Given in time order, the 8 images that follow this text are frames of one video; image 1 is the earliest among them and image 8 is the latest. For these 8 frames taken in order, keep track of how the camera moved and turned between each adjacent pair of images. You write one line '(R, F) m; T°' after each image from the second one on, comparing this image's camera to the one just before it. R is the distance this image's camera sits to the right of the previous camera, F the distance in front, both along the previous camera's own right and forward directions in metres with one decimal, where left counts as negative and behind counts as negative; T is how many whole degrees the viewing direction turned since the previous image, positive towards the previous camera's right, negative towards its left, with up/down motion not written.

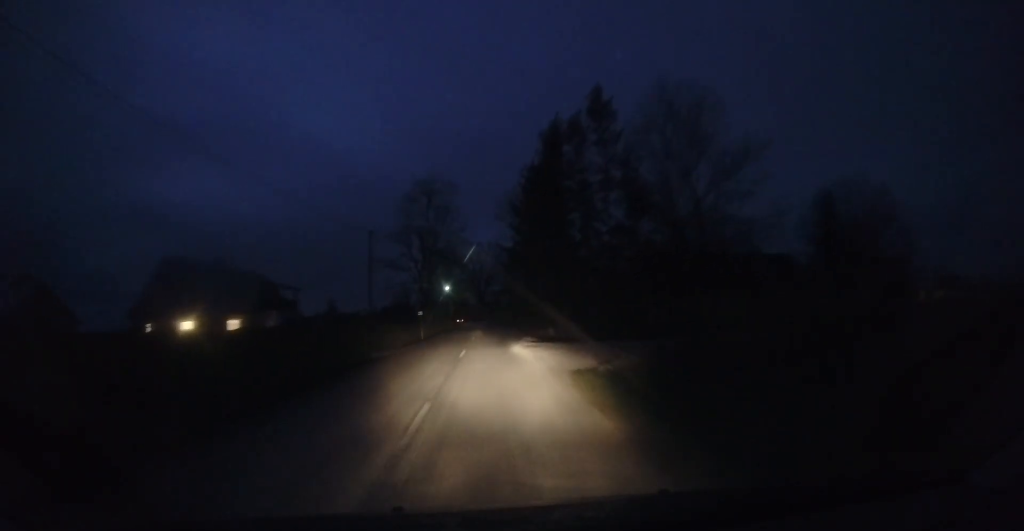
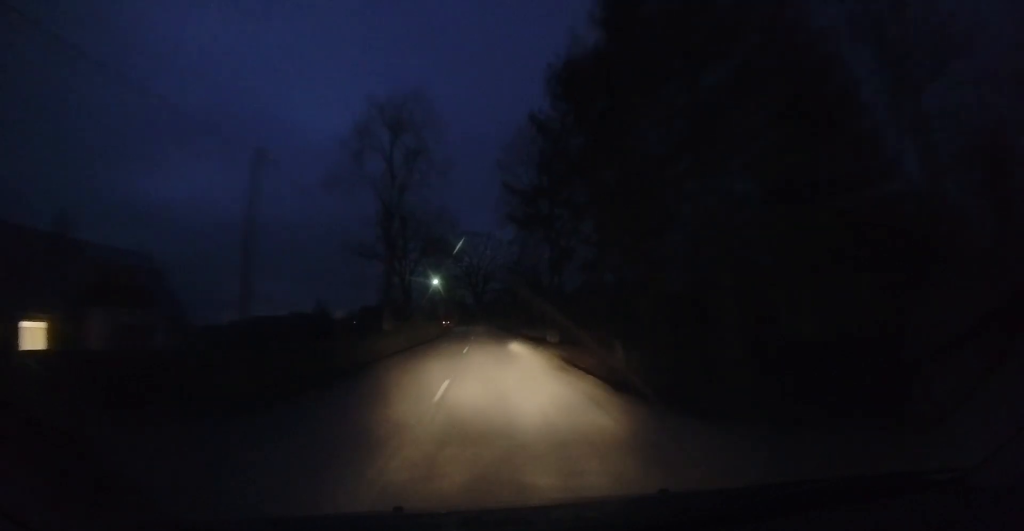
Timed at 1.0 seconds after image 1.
(-0.2, +14.1) m; -1°
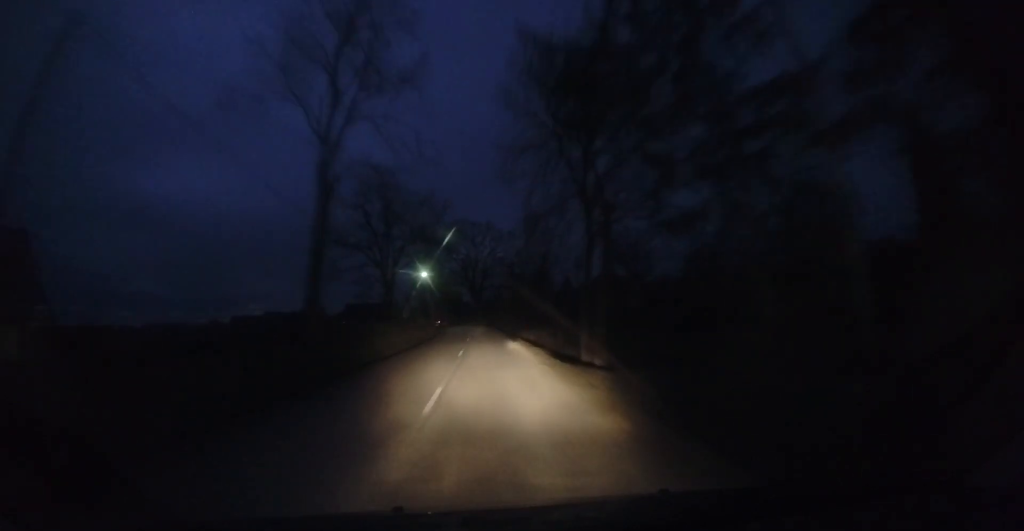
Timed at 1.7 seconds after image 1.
(-0.1, +8.8) m; 0°
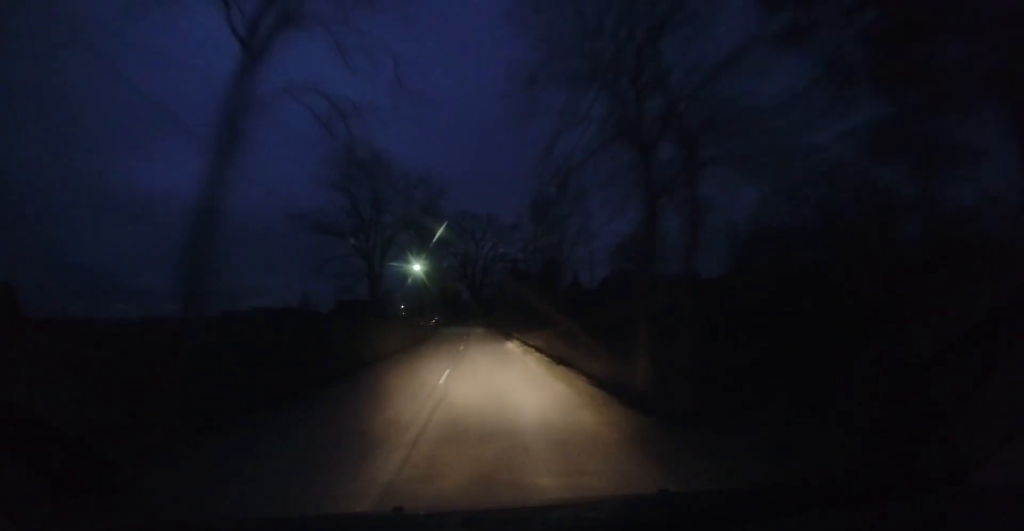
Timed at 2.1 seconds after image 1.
(+0.2, +5.6) m; 0°
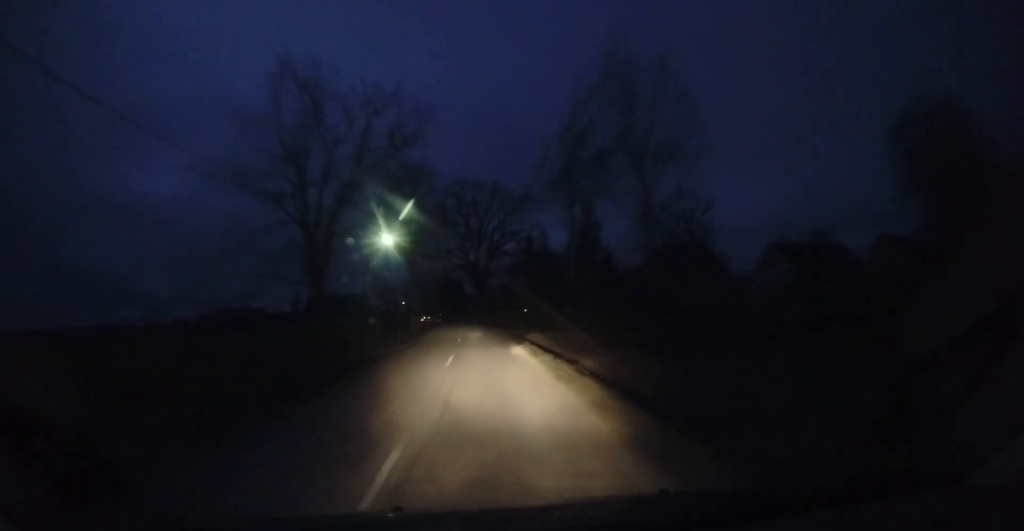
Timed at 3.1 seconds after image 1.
(-0.2, +14.2) m; -4°
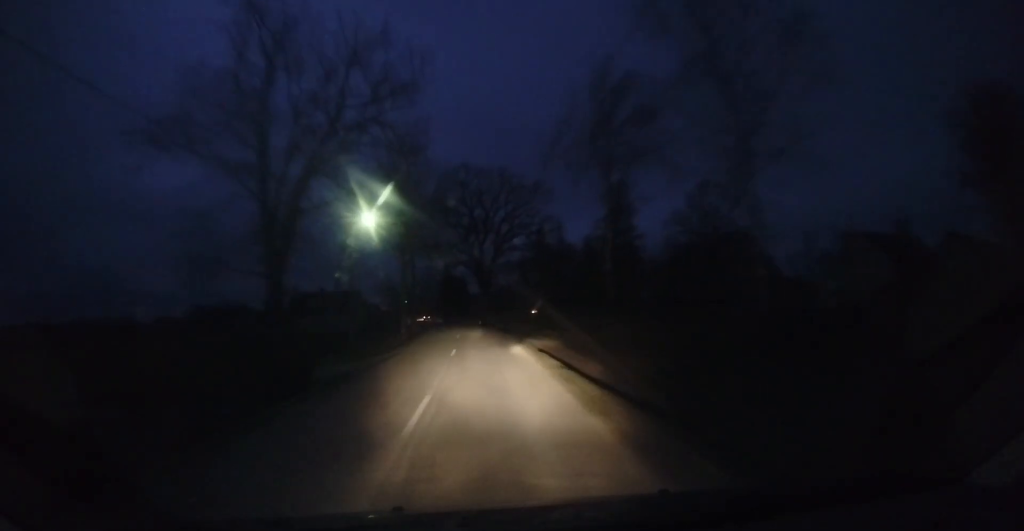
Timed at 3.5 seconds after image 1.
(+0.1, +5.7) m; -2°
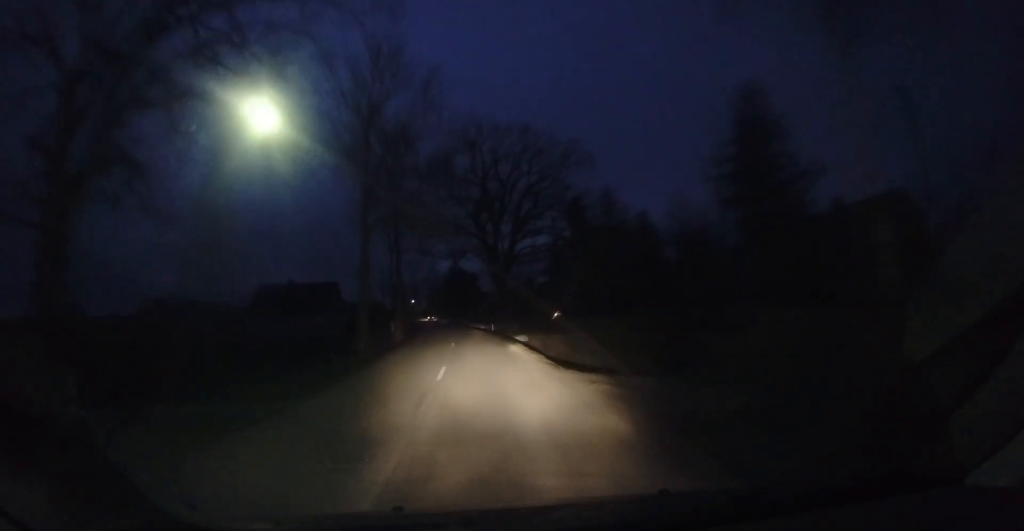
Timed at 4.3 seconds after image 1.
(-0.6, +12.2) m; -3°
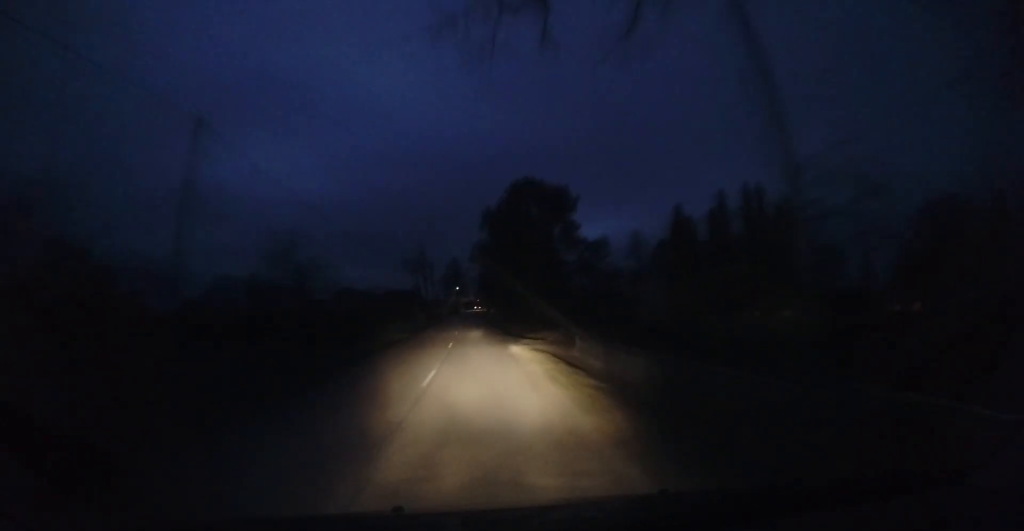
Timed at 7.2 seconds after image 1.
(-2.4, +40.9) m; -7°
